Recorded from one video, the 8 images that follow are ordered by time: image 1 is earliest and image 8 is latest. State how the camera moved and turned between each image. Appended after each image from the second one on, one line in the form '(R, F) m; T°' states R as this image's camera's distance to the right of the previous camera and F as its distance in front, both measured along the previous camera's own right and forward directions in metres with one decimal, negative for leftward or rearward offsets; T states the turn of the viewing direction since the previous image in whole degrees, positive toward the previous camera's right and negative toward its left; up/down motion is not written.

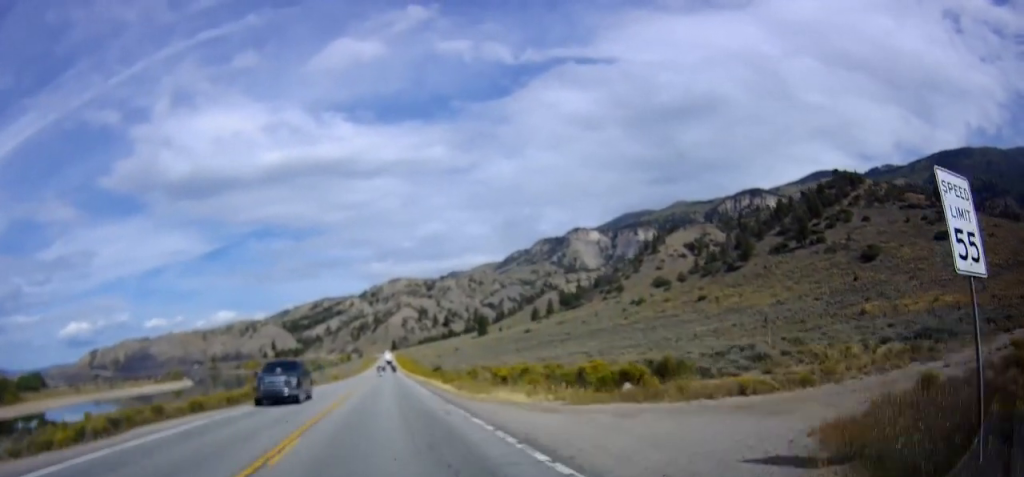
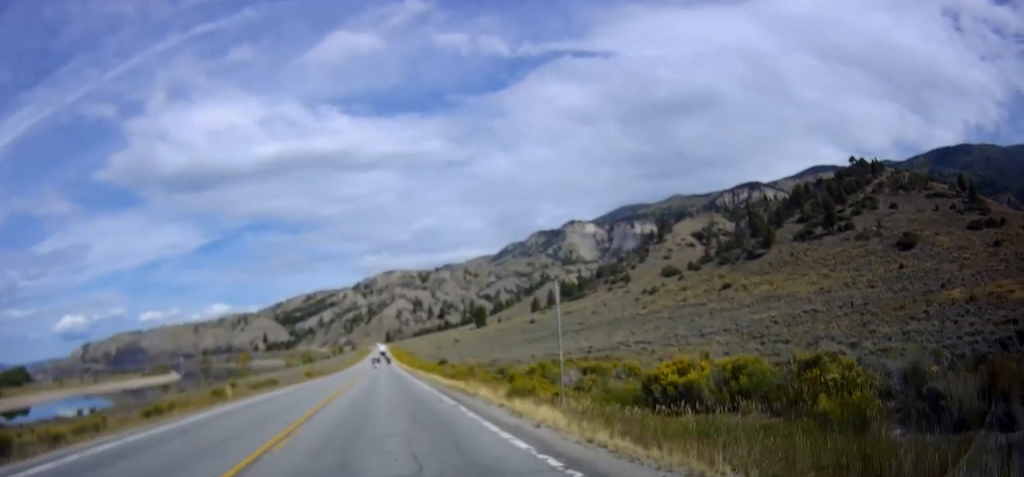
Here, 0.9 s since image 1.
(+0.3, +22.1) m; +1°
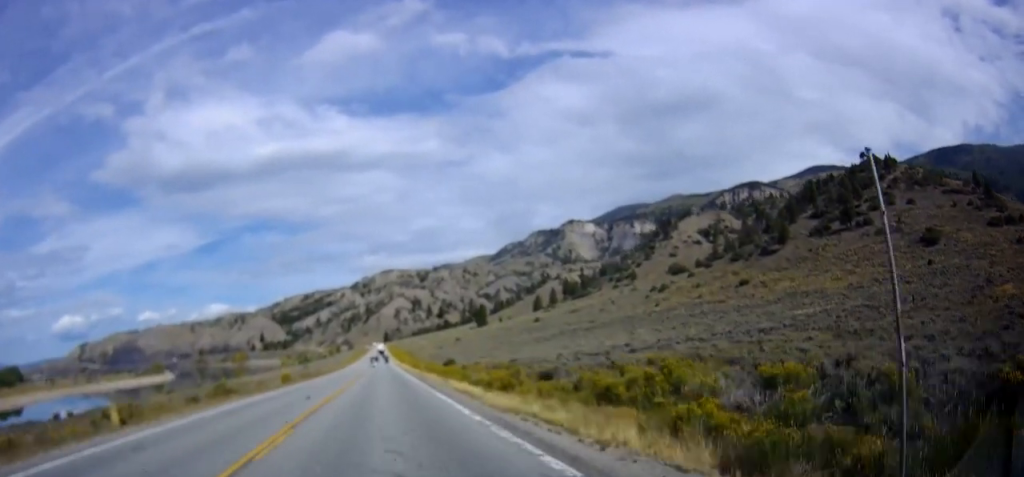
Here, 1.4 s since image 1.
(-0.2, +12.0) m; 0°
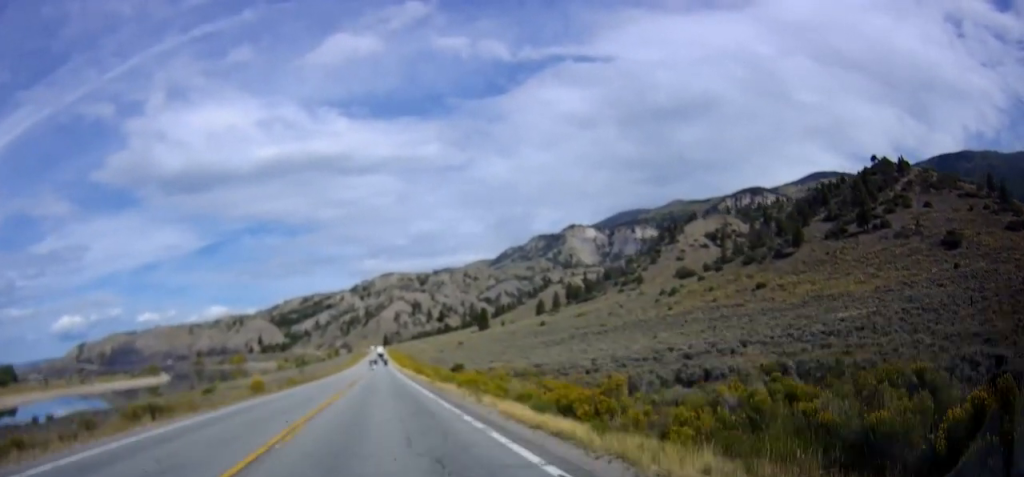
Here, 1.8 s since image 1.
(+0.2, +10.5) m; -1°
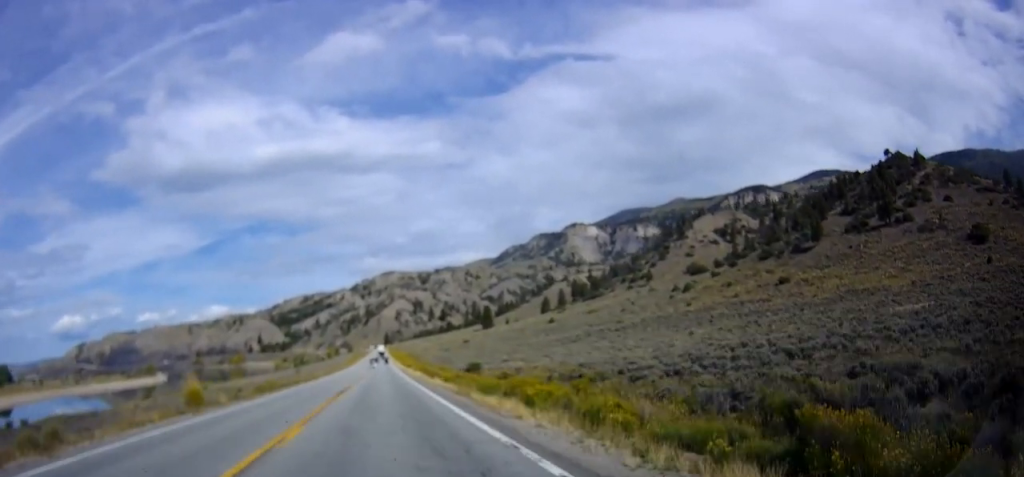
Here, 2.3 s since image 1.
(+0.4, +11.8) m; -1°
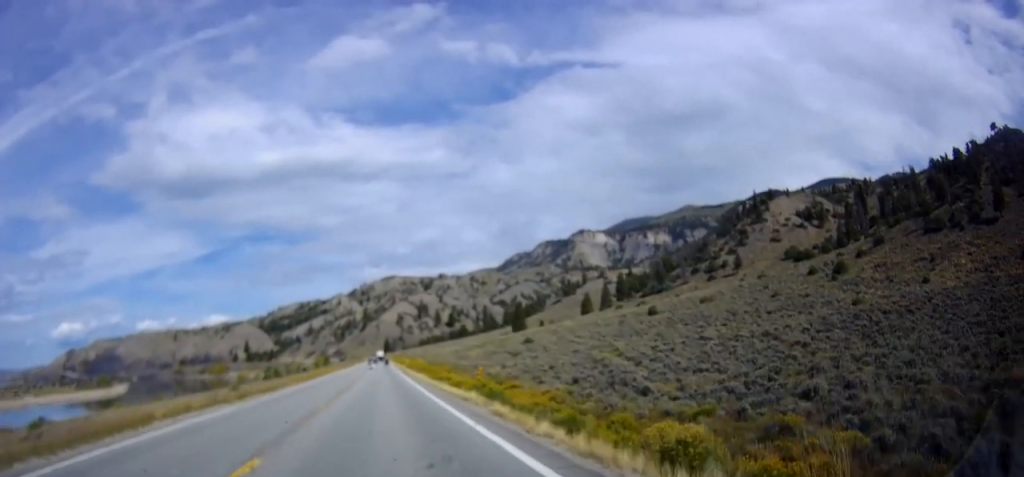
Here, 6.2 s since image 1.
(+1.4, +99.1) m; +2°
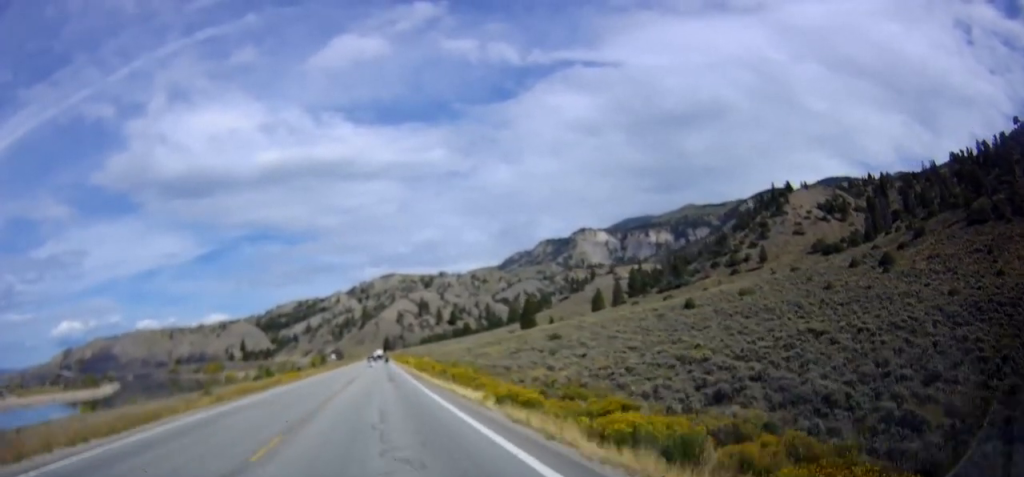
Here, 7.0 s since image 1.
(-0.1, +21.1) m; 0°
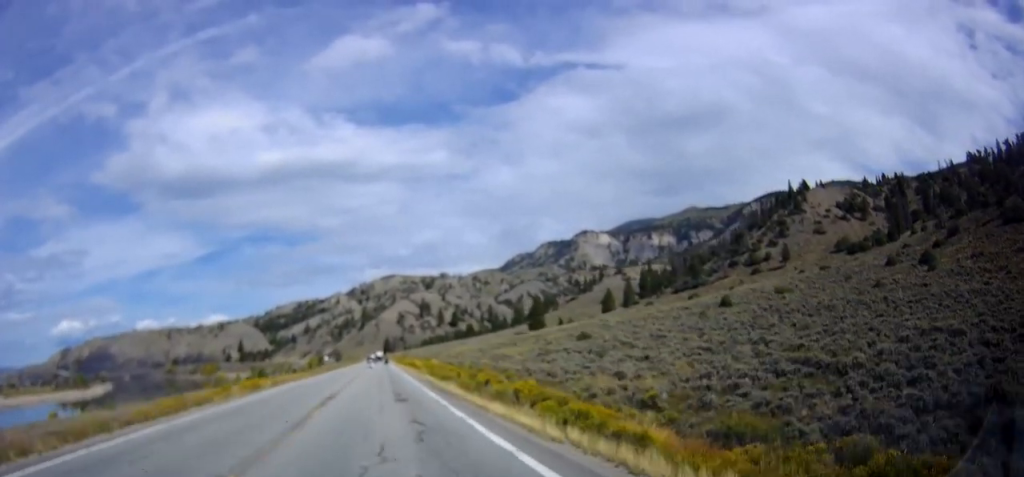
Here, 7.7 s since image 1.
(-0.1, +16.3) m; 0°
